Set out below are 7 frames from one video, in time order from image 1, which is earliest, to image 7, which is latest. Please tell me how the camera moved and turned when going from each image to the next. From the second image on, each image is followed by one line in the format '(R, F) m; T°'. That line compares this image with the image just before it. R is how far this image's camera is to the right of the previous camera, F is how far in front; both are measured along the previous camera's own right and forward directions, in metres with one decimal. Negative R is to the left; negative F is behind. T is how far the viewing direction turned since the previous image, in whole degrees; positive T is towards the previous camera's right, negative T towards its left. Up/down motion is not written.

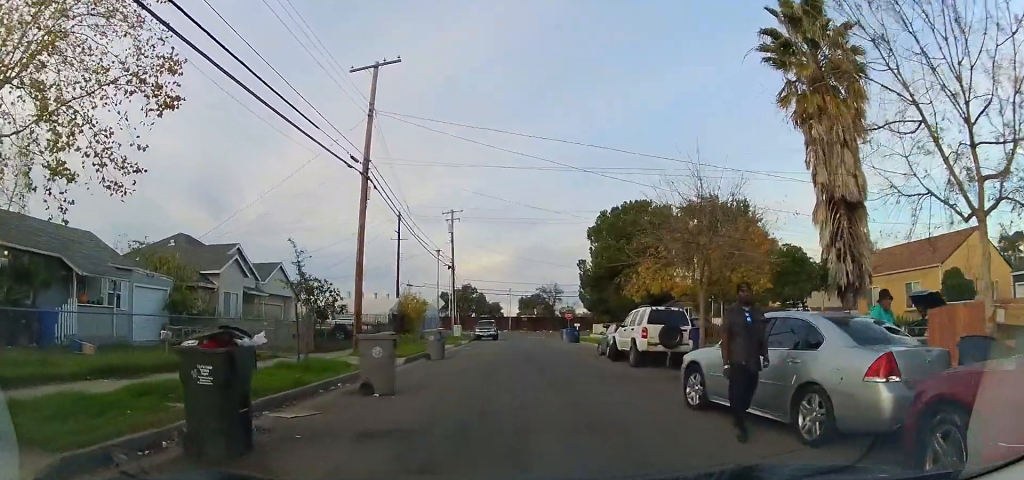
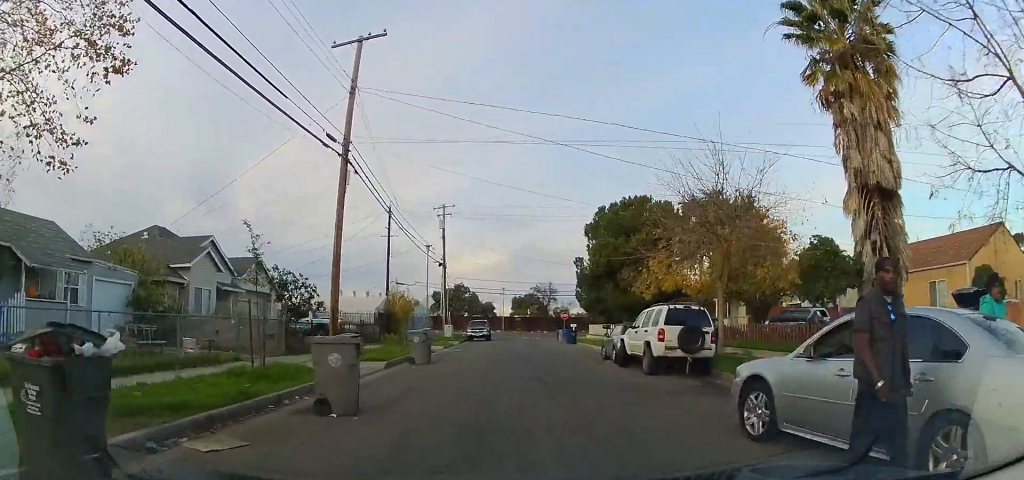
(+0.1, +2.0) m; +3°
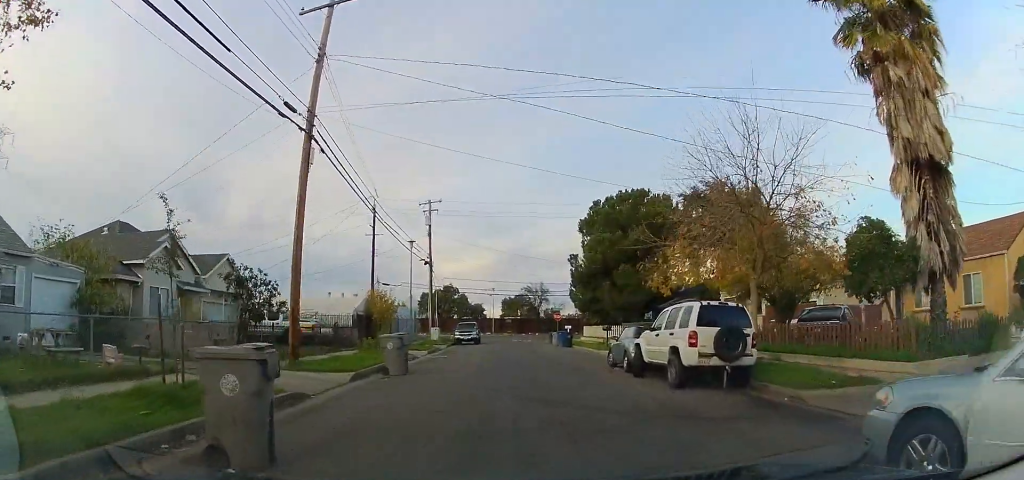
(+0.1, +2.7) m; -1°
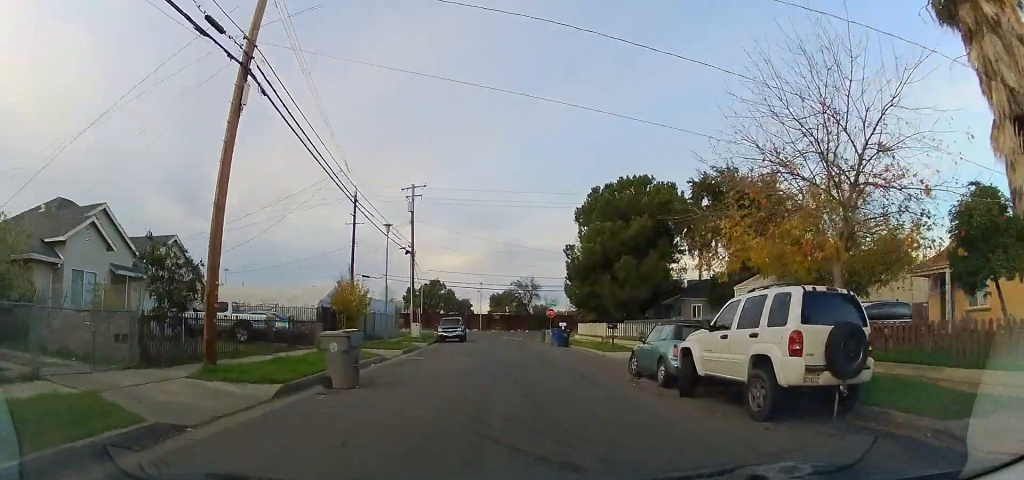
(0.0, +4.0) m; -2°
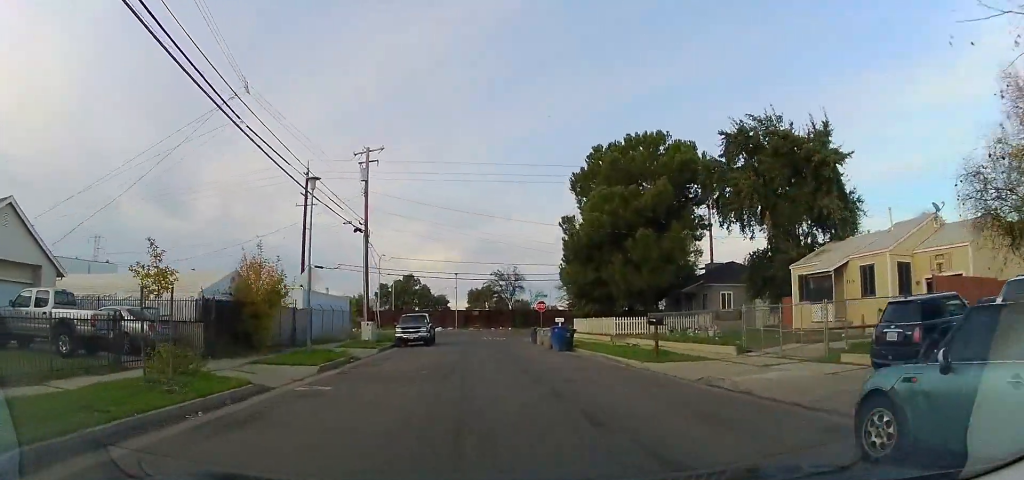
(+0.6, +9.8) m; +7°
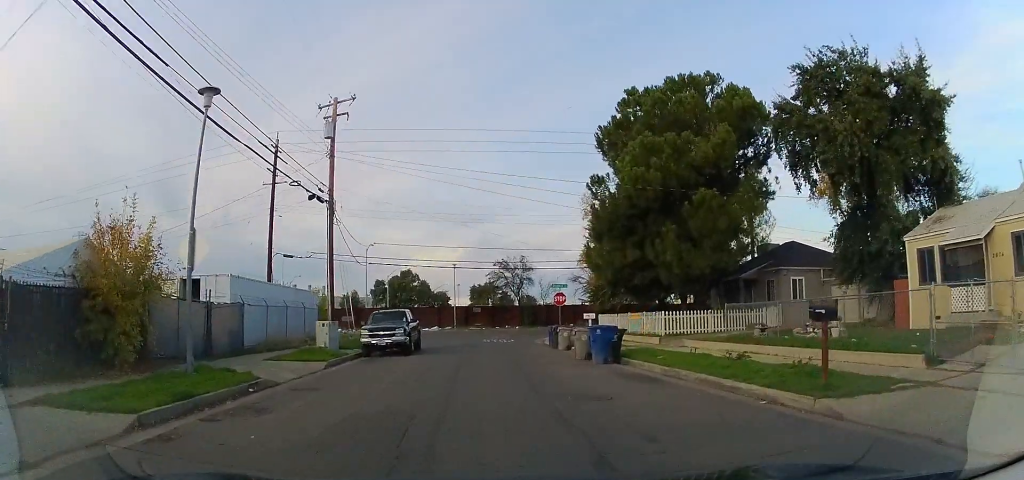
(-0.3, +9.0) m; -2°
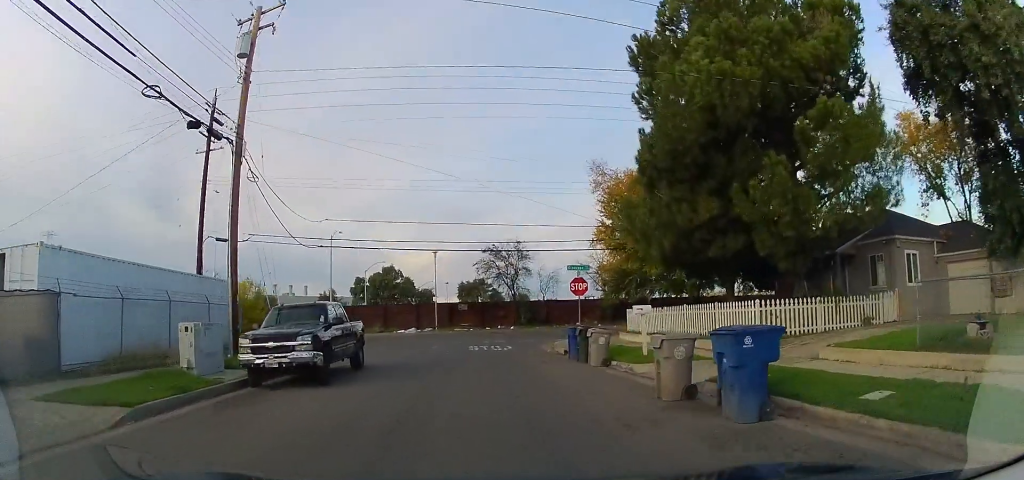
(+0.5, +9.9) m; +2°
